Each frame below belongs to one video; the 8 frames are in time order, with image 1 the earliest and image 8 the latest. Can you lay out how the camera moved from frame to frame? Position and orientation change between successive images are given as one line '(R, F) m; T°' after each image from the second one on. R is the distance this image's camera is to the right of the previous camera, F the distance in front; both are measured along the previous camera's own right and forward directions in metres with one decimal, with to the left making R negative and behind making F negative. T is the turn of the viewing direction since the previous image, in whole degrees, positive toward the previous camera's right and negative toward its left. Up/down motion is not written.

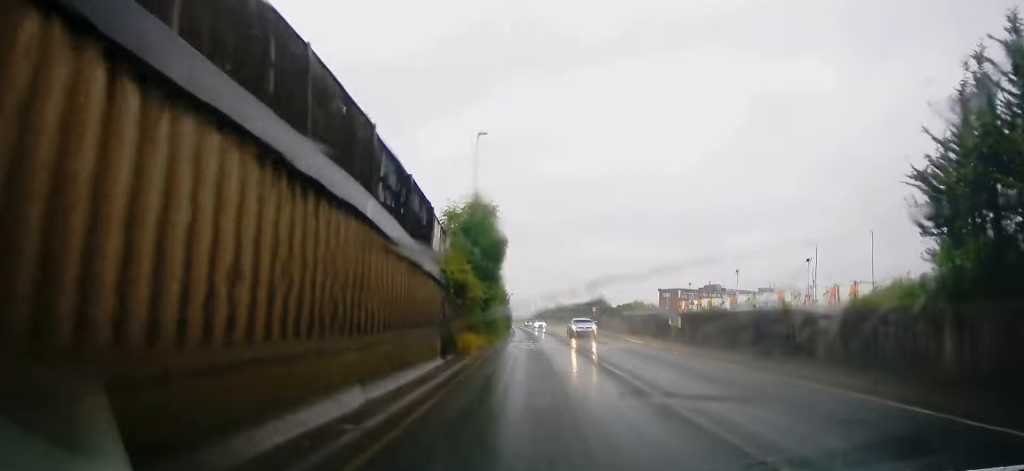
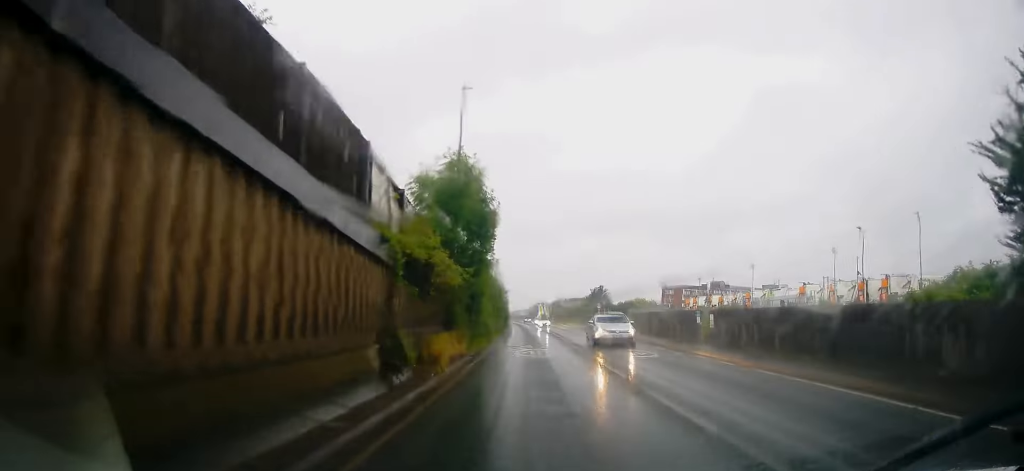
(-0.1, +6.1) m; 0°
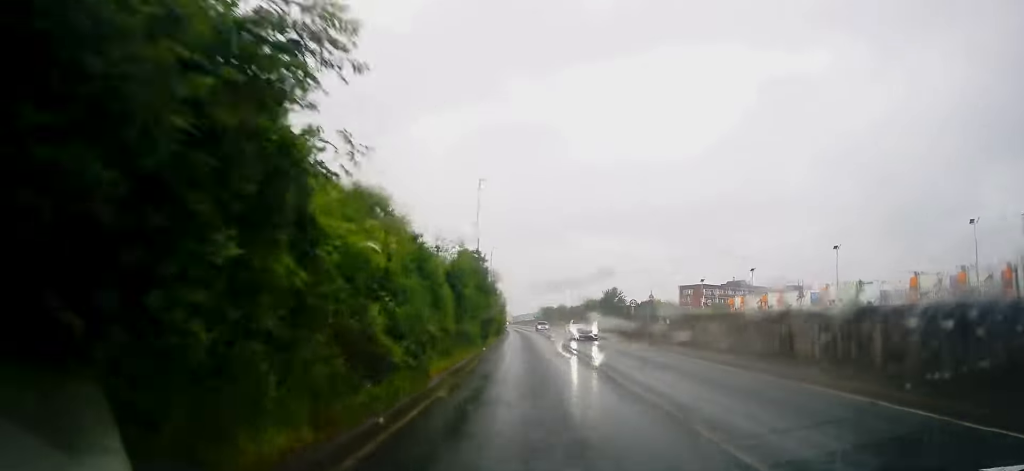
(-0.4, +20.9) m; -1°
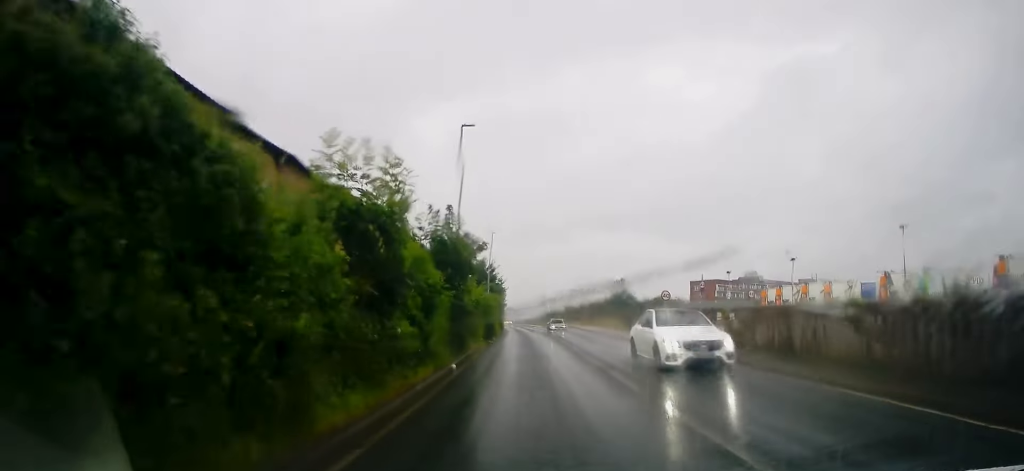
(0.0, +10.7) m; 0°
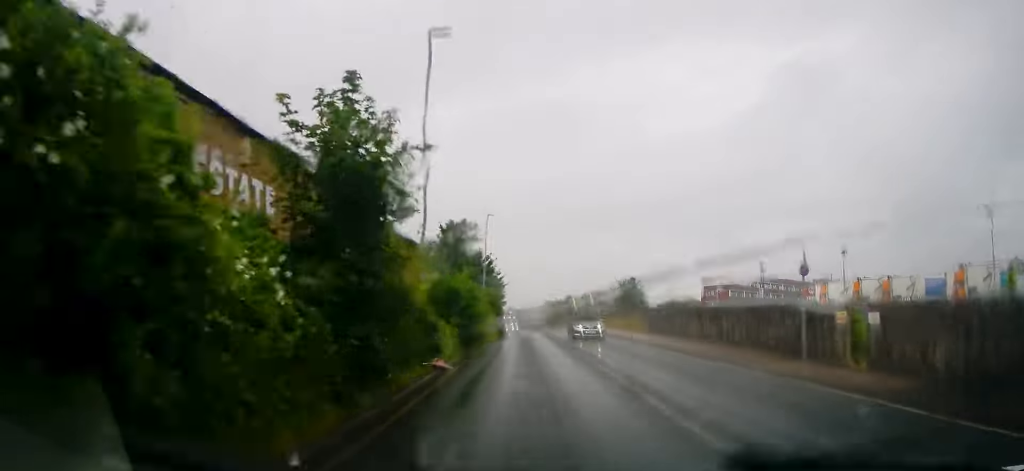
(0.0, +10.2) m; -1°
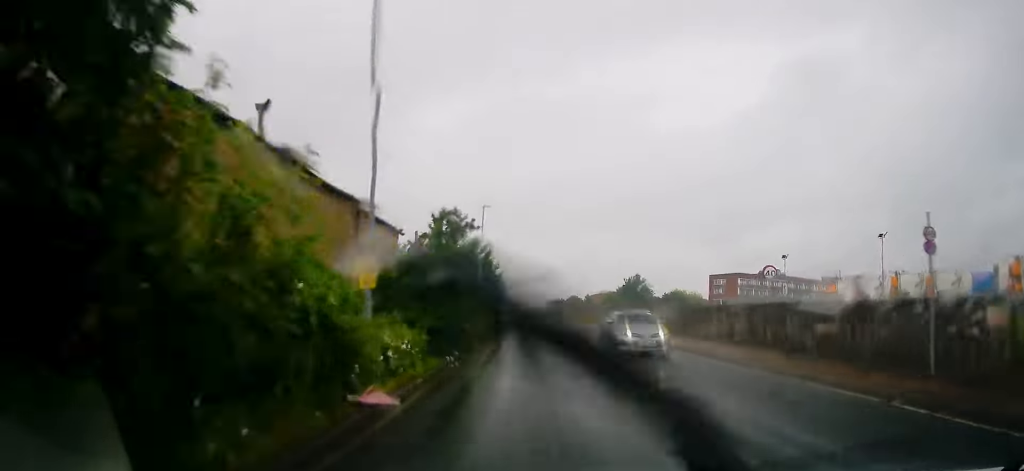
(+0.1, +6.0) m; -1°
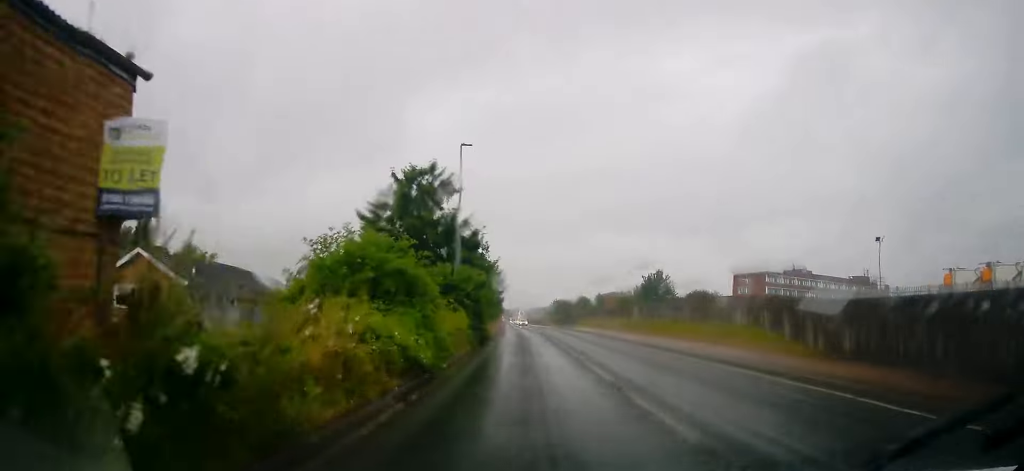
(-0.5, +16.8) m; 0°
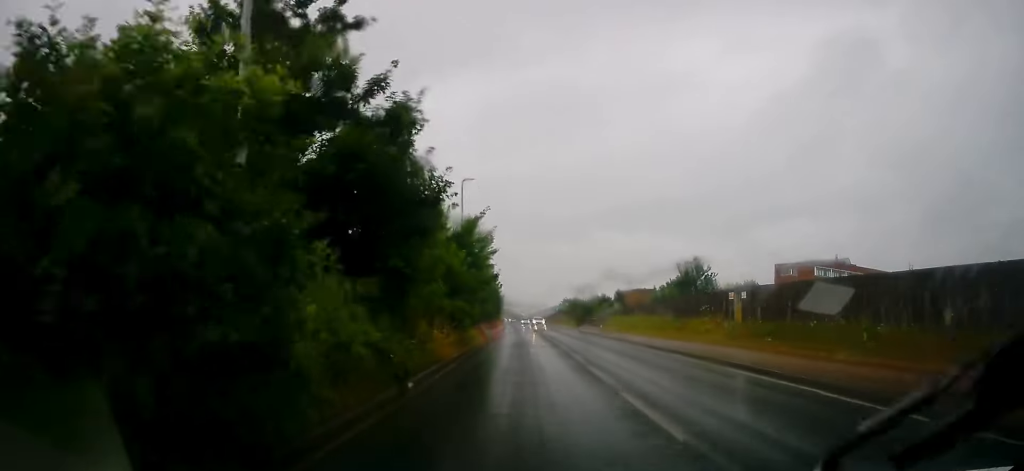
(+0.9, +23.1) m; +1°
